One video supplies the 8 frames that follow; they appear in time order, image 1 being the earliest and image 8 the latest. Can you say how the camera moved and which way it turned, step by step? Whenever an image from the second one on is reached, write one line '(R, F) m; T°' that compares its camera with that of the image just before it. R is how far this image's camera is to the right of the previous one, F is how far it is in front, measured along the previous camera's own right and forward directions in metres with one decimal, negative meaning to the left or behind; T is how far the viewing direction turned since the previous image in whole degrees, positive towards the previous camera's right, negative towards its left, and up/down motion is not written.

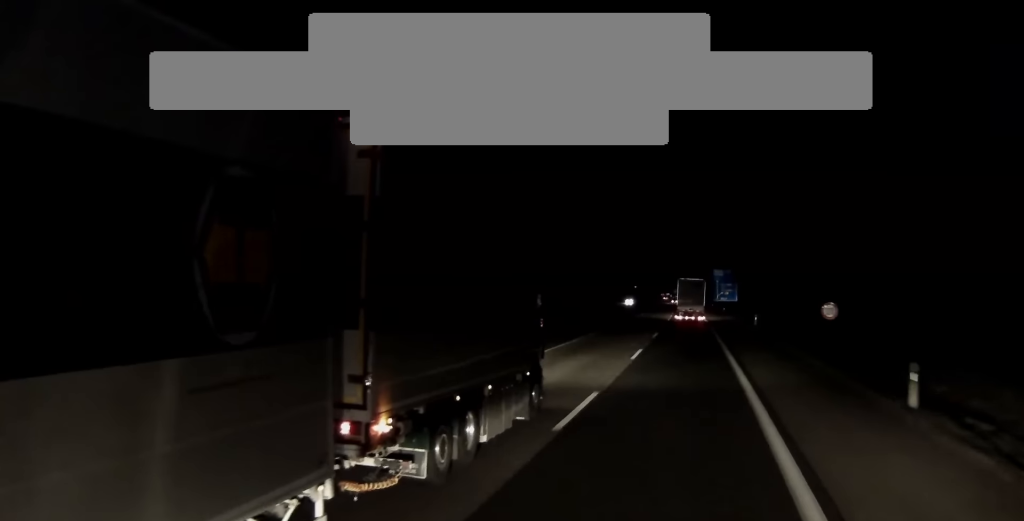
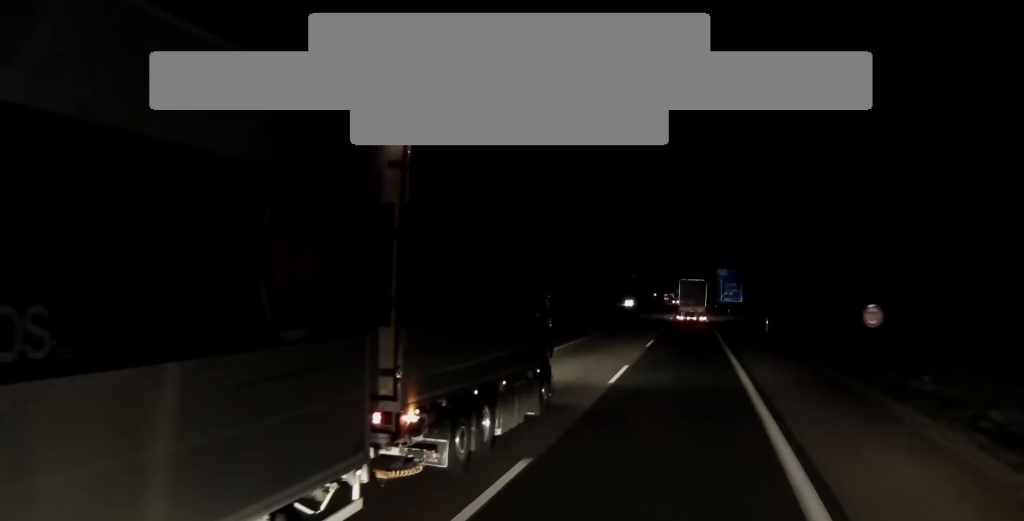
(0.0, +9.3) m; 0°
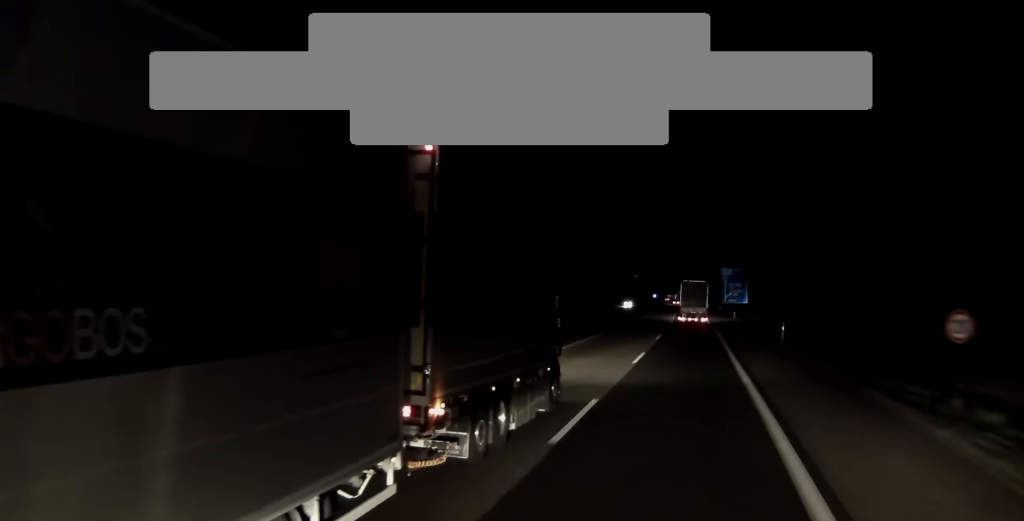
(+0.1, +10.1) m; 0°
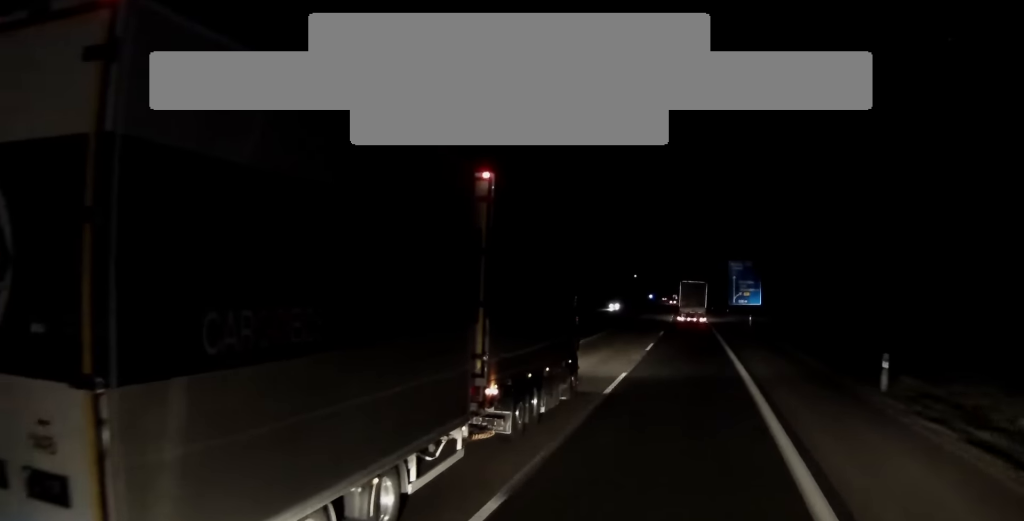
(-0.3, +28.7) m; -1°
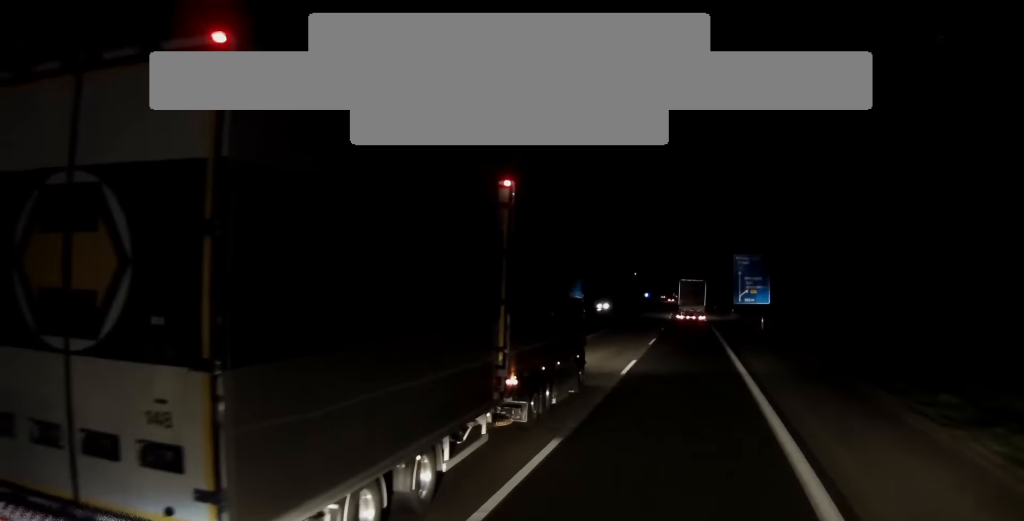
(0.0, +13.9) m; 0°
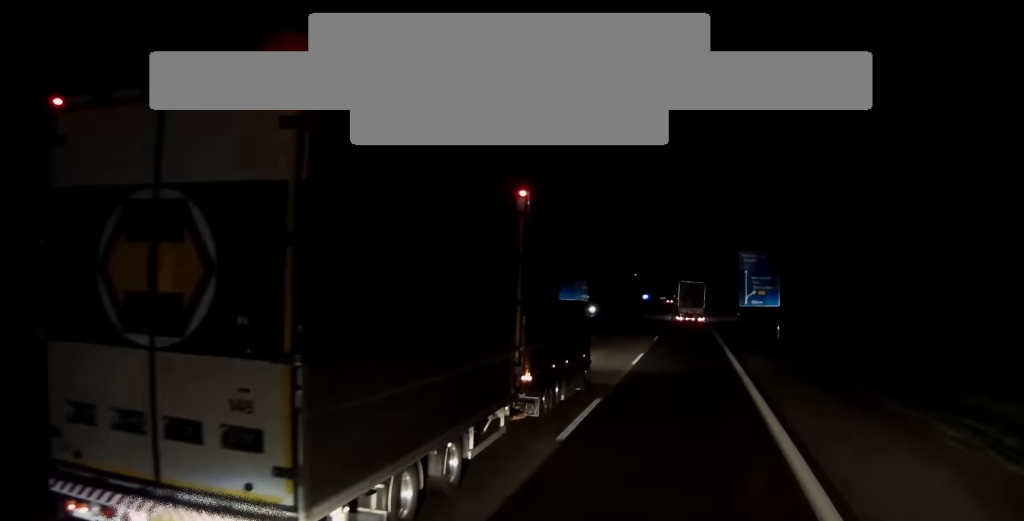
(0.0, +12.4) m; 0°
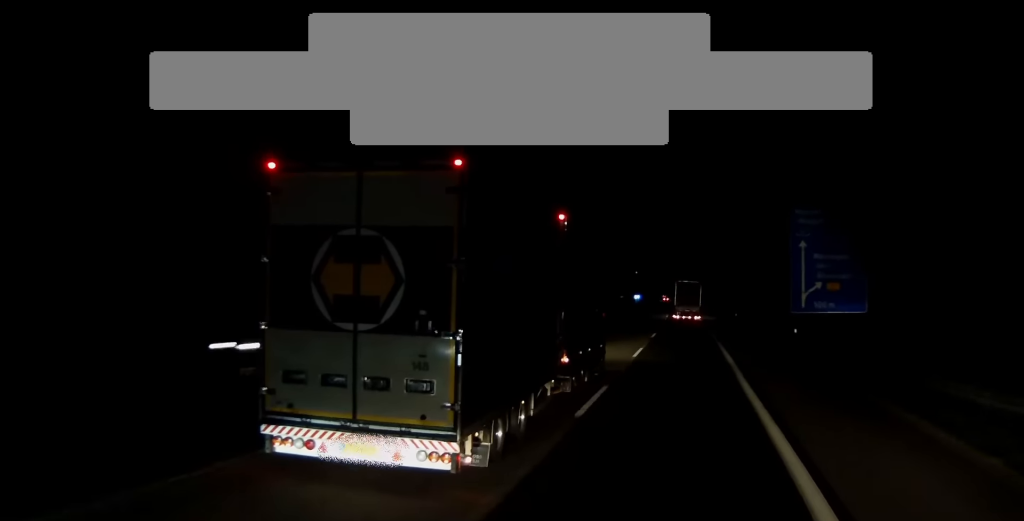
(-0.1, +51.2) m; 0°
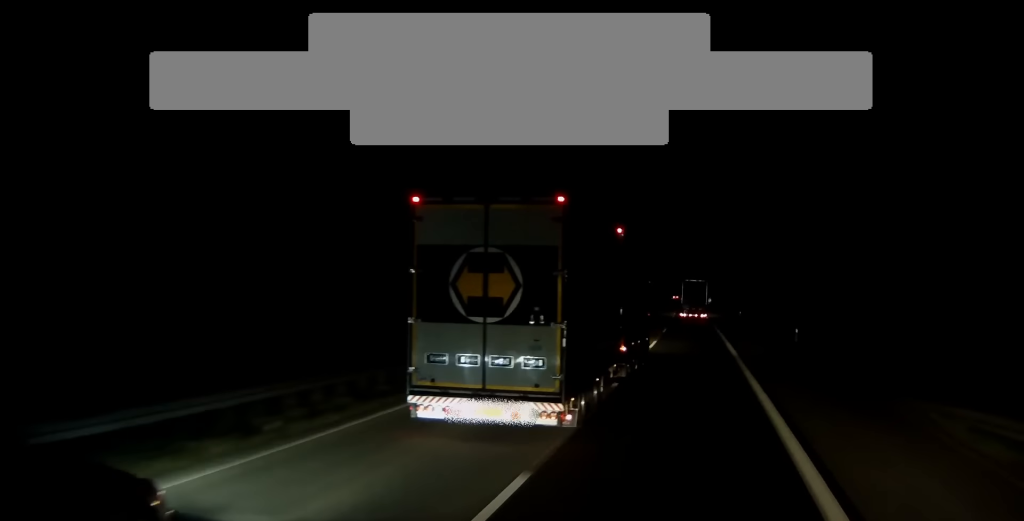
(-0.4, +52.5) m; -1°
